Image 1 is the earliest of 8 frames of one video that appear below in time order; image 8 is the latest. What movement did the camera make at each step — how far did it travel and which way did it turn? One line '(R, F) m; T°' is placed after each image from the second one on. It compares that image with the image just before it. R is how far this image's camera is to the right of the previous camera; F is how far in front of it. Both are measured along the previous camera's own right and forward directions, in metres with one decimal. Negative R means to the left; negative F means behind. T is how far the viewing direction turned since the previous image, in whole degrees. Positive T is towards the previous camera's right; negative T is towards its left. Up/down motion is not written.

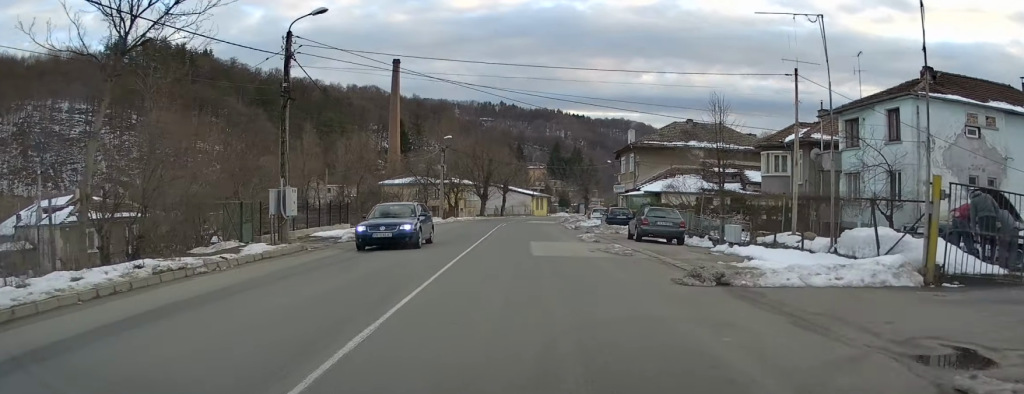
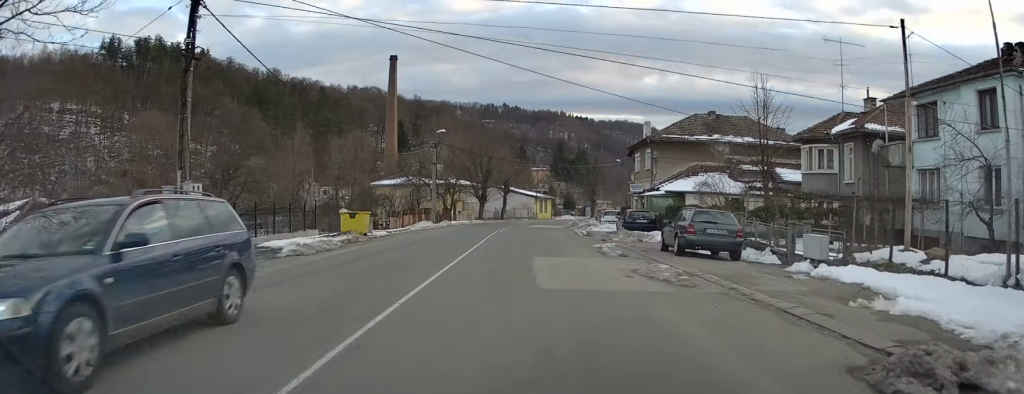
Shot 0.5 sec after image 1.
(+0.1, +6.7) m; 0°
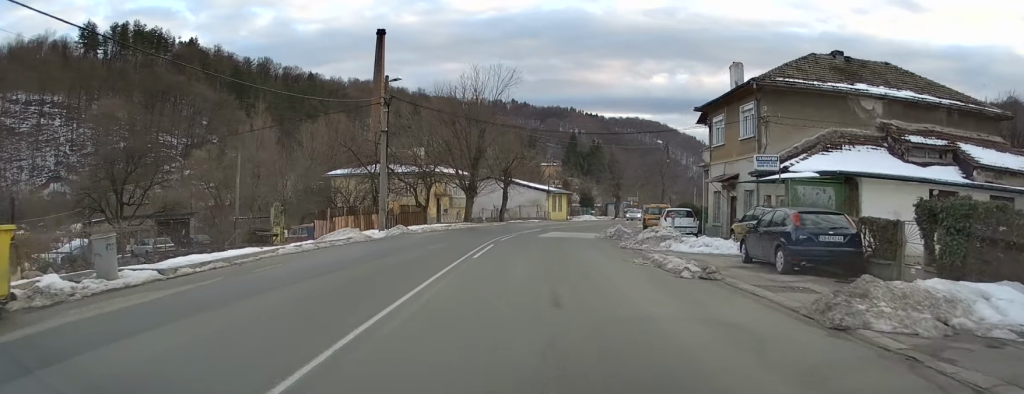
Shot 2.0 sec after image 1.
(-0.2, +21.5) m; 0°
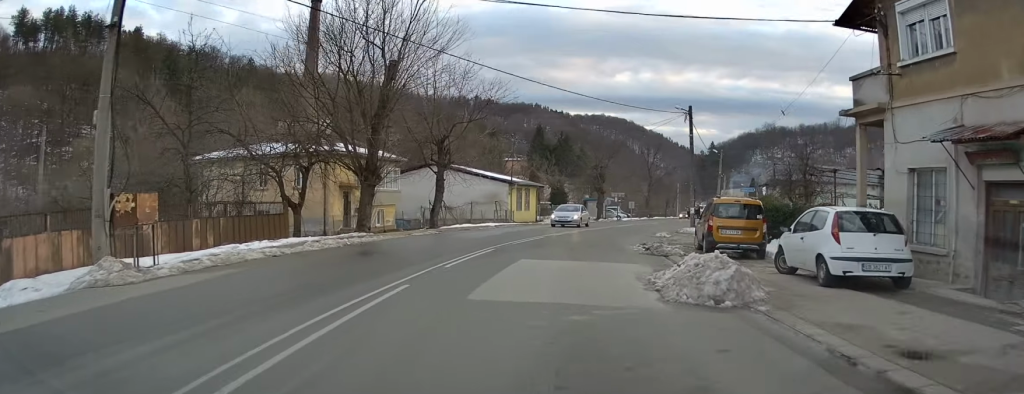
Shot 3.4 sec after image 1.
(+0.5, +20.6) m; +4°
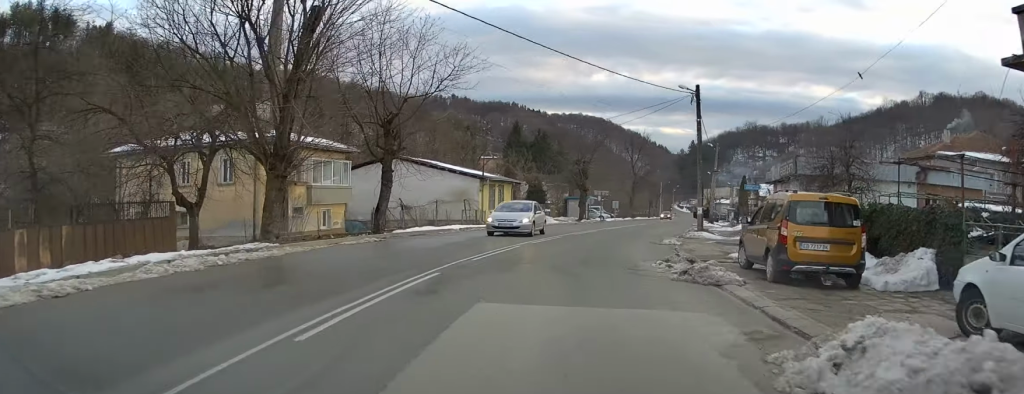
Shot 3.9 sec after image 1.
(+0.2, +7.2) m; +2°
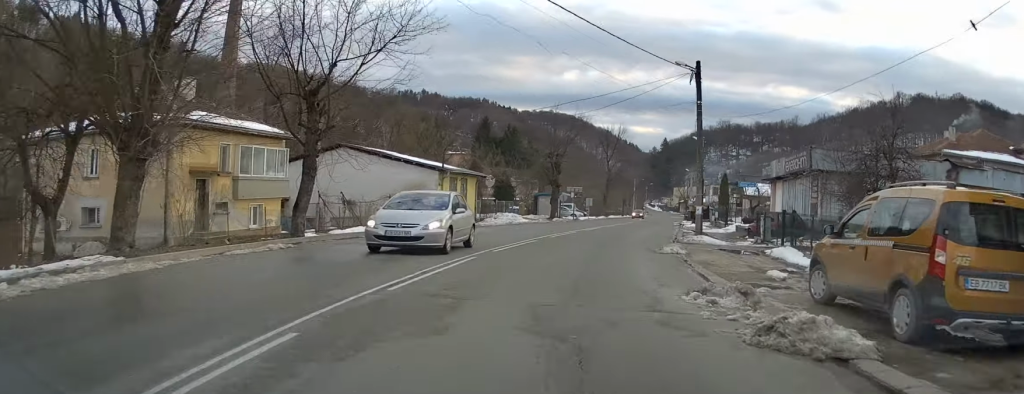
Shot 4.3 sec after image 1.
(+0.1, +5.7) m; +2°
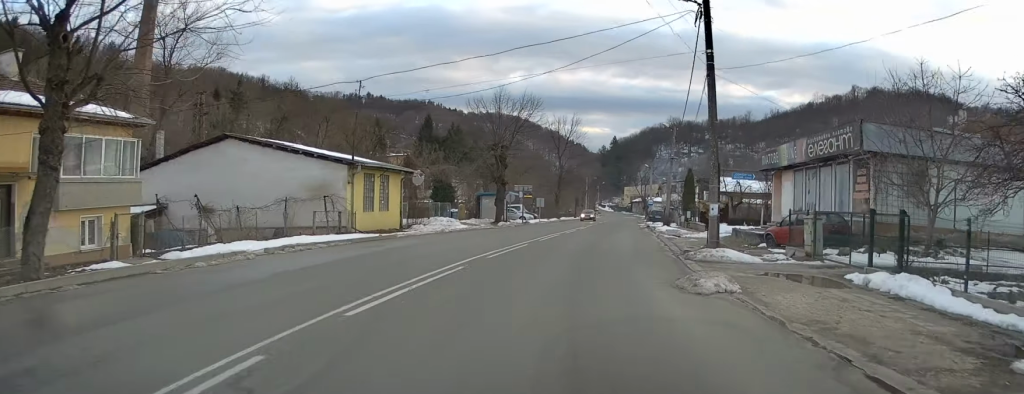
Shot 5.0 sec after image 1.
(+0.3, +9.6) m; +3°
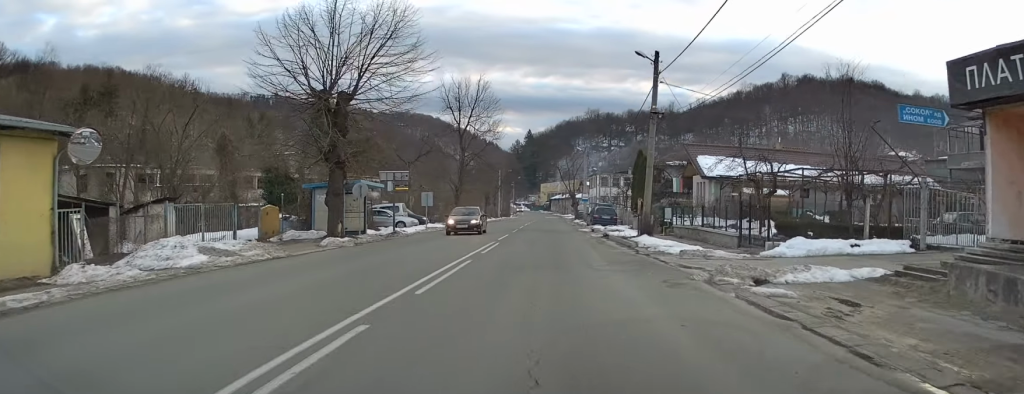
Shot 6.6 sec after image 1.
(+1.6, +23.9) m; +6°
